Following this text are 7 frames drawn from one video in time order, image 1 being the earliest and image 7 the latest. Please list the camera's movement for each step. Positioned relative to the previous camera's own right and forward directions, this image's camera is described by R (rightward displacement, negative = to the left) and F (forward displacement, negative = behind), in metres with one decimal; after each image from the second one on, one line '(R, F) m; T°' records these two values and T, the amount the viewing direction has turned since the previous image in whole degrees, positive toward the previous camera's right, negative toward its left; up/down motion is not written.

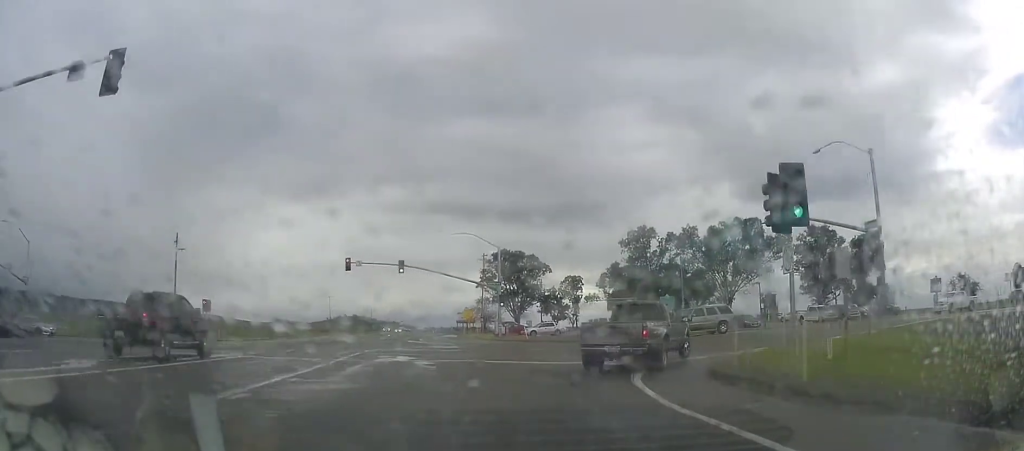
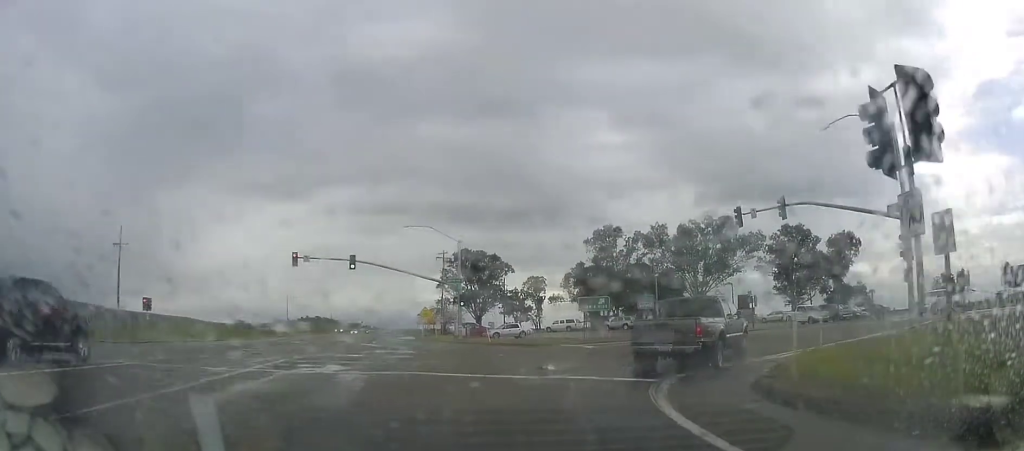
(+0.1, +6.9) m; +2°
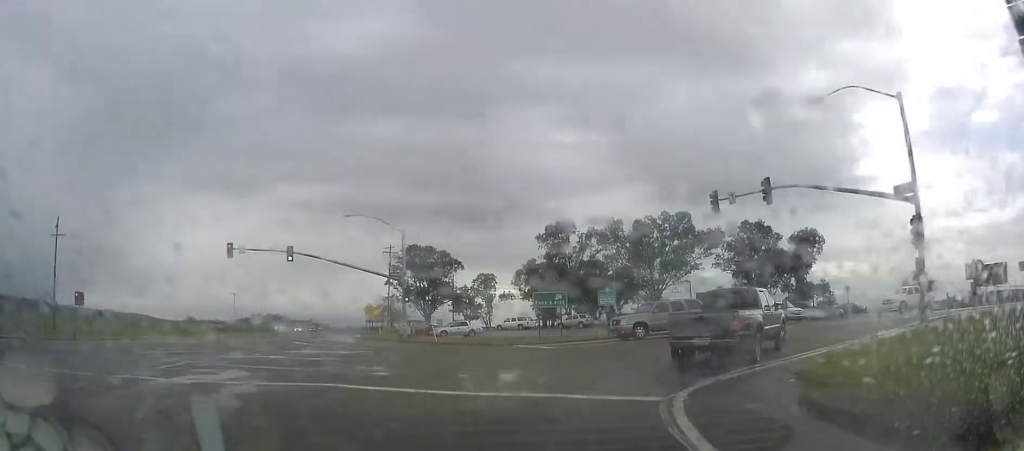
(+0.1, +5.3) m; +2°
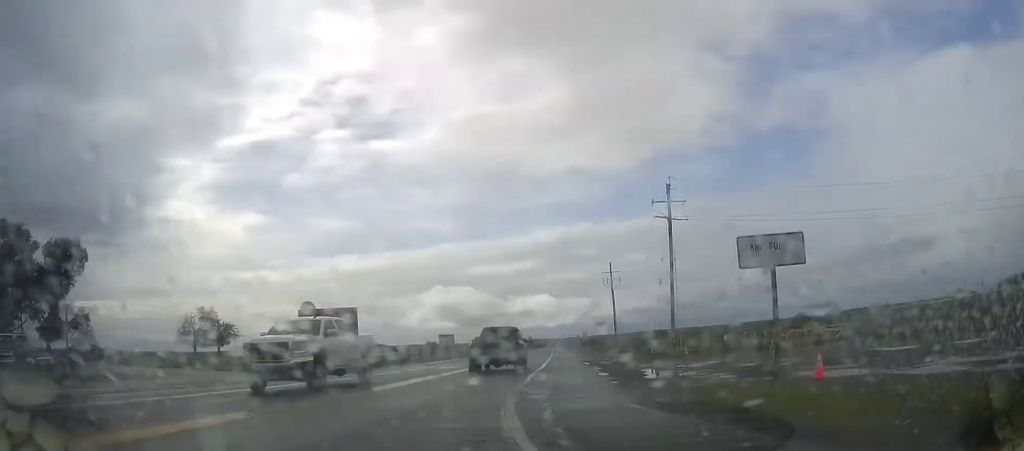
(+11.6, +33.0) m; +61°
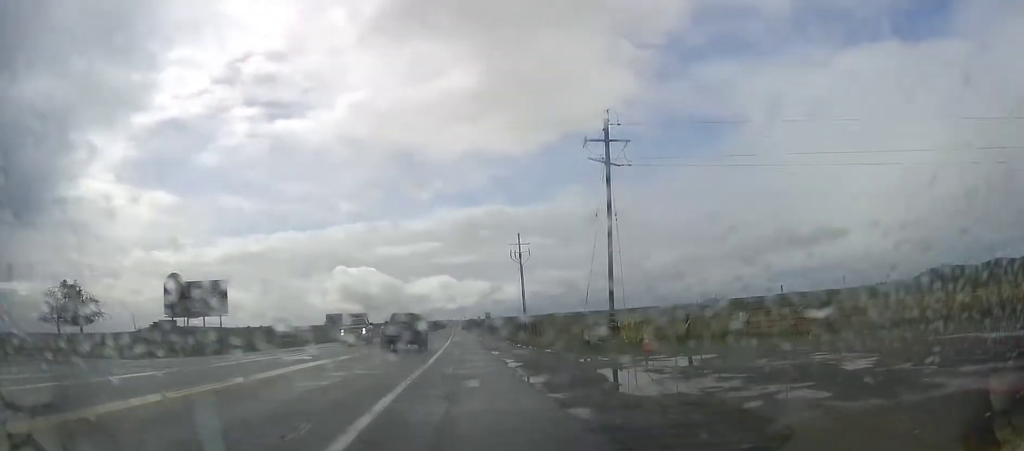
(+1.4, +9.4) m; +16°
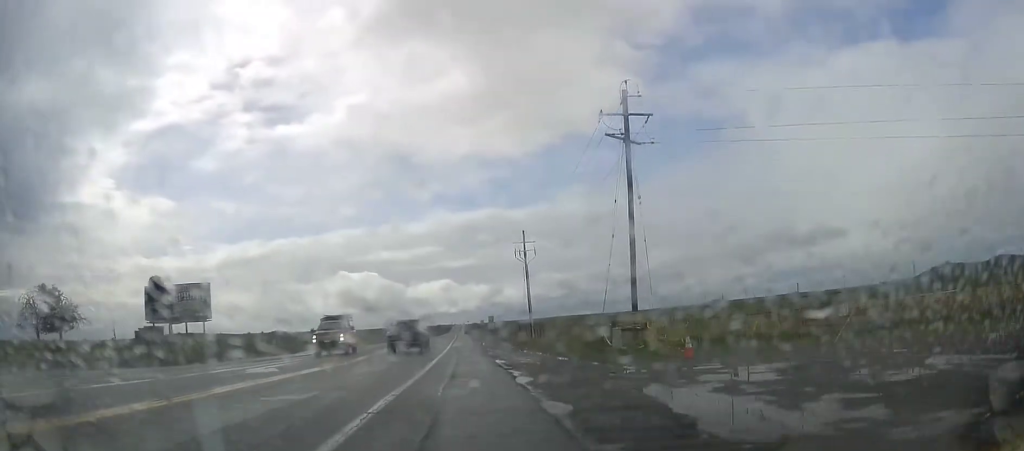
(+0.4, +4.8) m; +6°
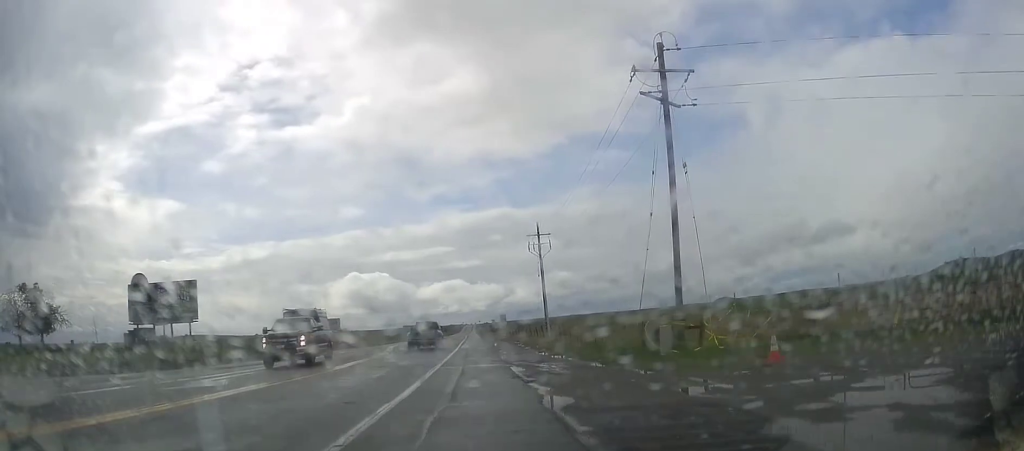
(+0.4, +6.4) m; +7°
